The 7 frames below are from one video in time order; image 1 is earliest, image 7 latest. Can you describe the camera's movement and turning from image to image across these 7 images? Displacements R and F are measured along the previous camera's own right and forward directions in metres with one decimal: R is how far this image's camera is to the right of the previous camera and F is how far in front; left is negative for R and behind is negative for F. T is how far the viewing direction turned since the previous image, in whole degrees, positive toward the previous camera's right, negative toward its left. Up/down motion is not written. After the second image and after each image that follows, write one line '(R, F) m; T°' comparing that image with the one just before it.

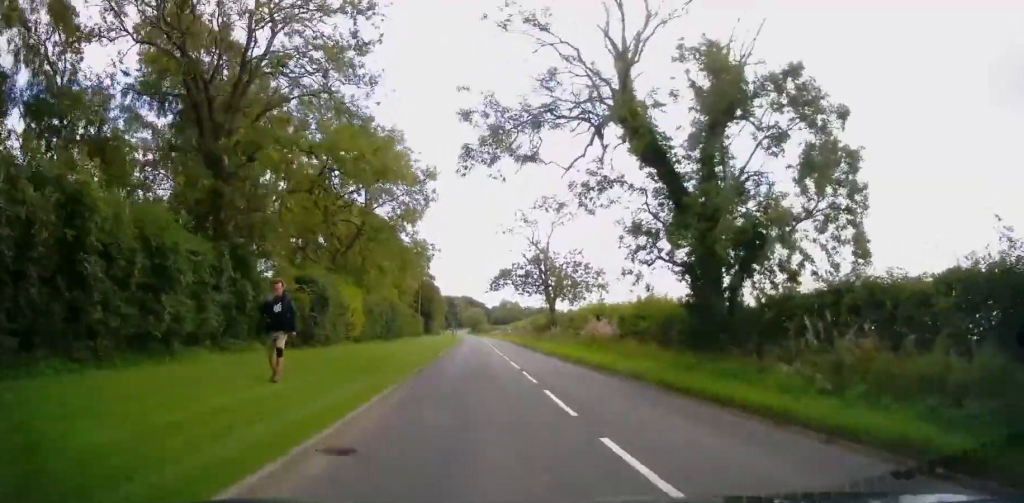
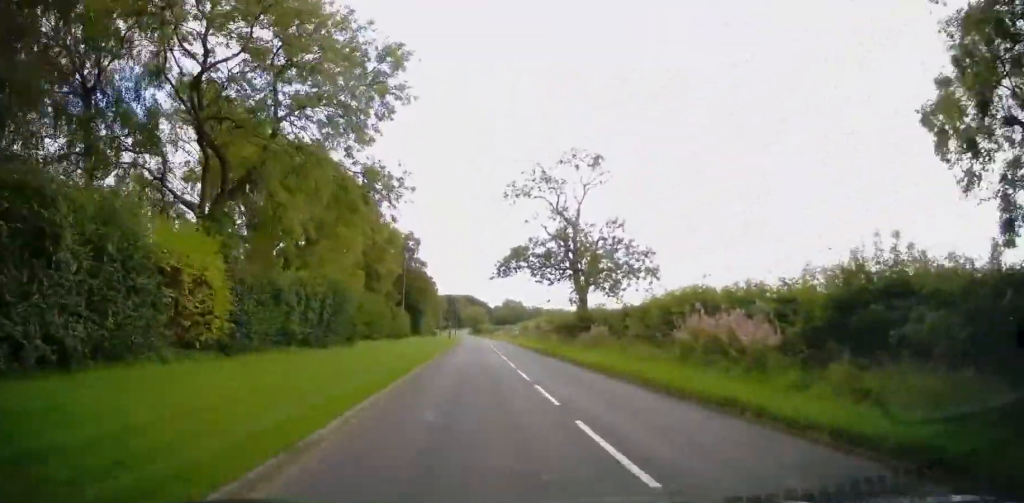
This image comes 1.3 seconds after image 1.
(+0.1, +15.7) m; +1°
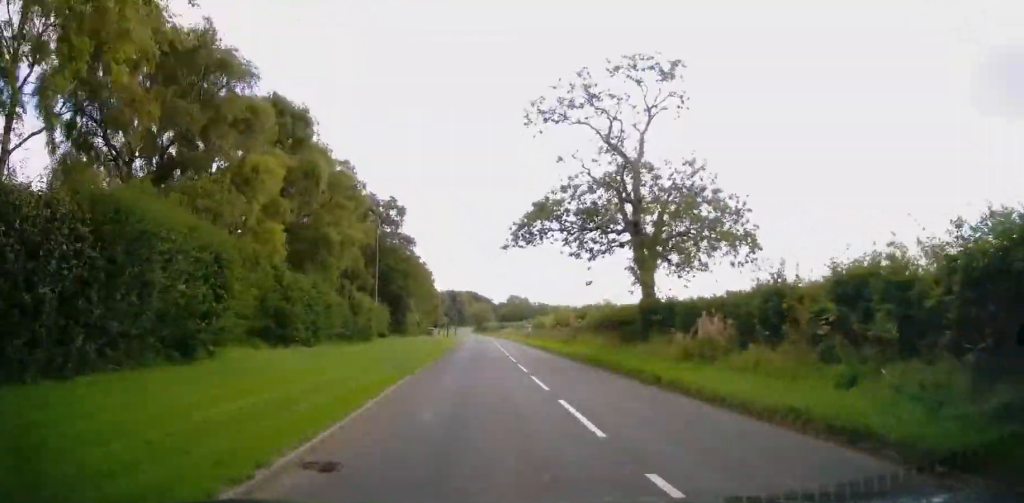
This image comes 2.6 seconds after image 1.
(+0.2, +14.9) m; 0°
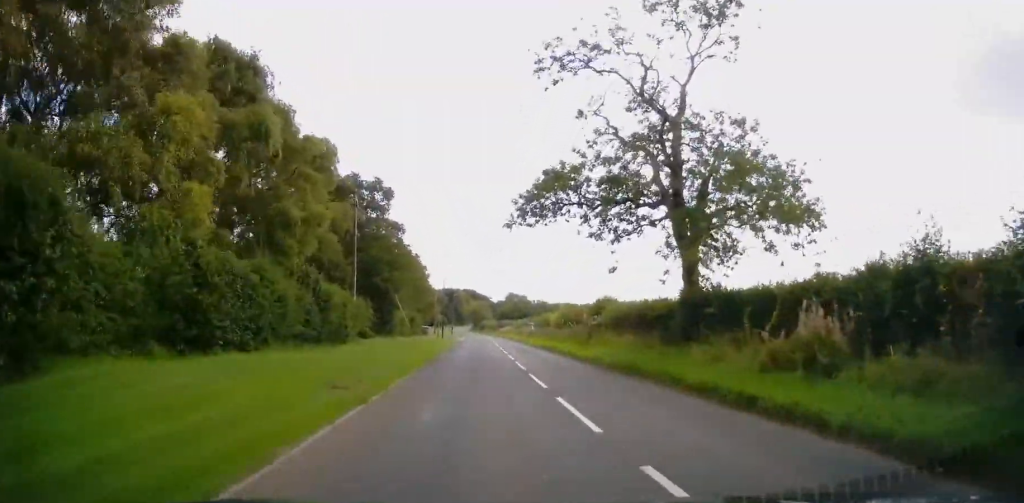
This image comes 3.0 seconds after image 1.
(-0.1, +5.8) m; -1°
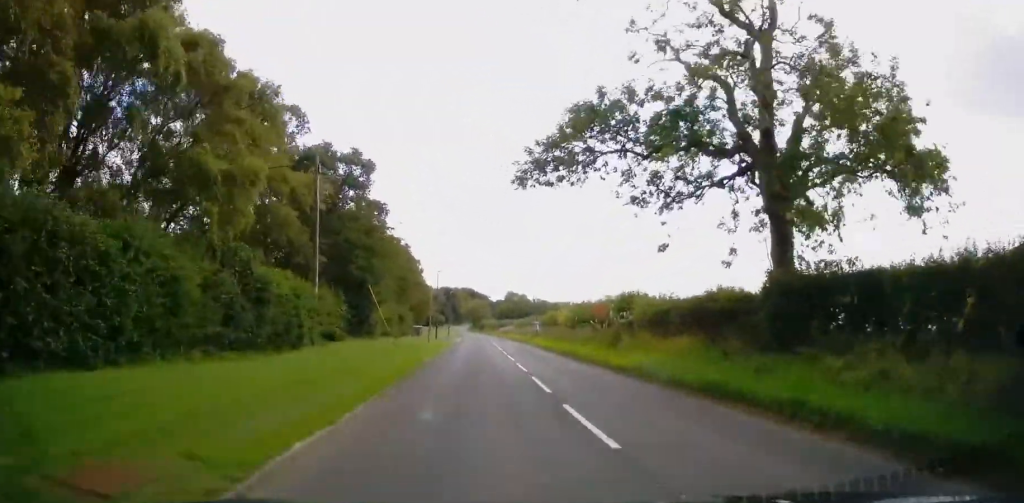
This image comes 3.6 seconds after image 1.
(-0.1, +6.7) m; -1°
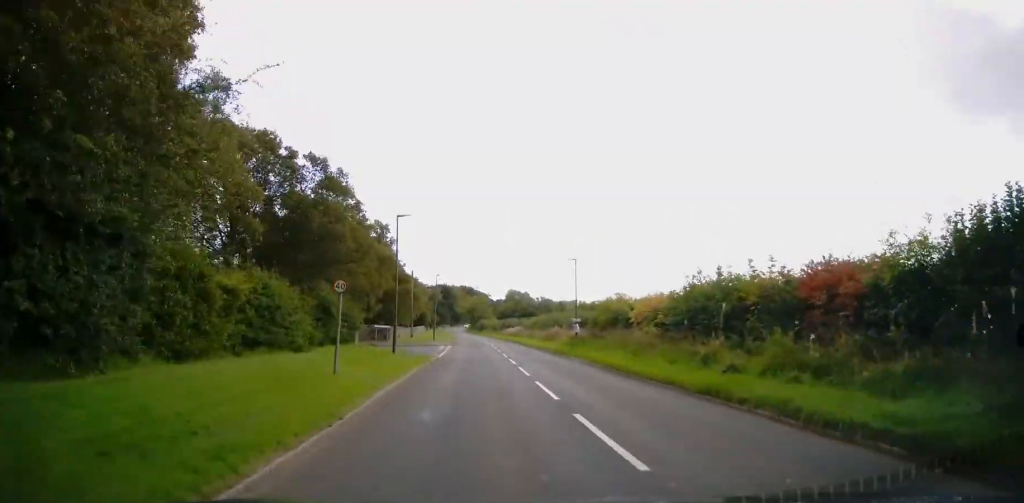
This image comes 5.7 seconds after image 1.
(+0.2, +24.2) m; +1°
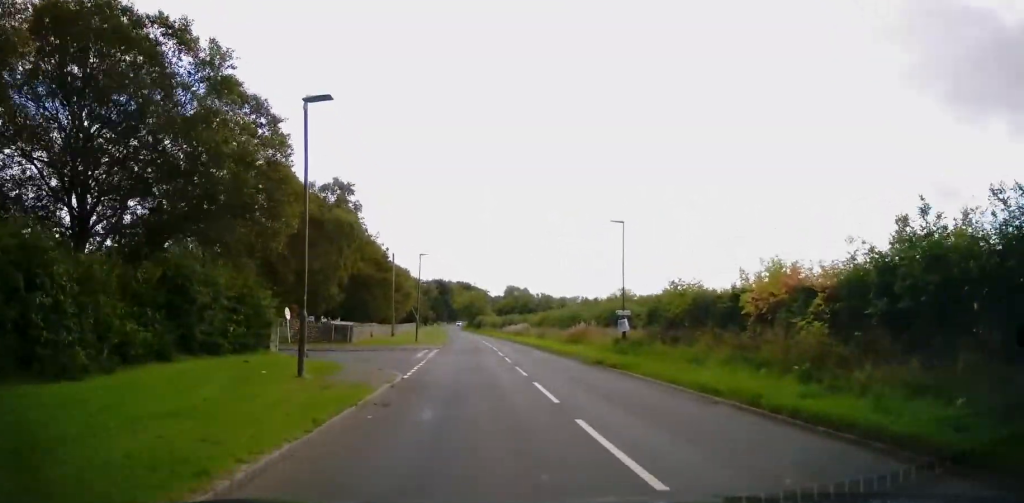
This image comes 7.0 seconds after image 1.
(-0.1, +12.9) m; 0°
